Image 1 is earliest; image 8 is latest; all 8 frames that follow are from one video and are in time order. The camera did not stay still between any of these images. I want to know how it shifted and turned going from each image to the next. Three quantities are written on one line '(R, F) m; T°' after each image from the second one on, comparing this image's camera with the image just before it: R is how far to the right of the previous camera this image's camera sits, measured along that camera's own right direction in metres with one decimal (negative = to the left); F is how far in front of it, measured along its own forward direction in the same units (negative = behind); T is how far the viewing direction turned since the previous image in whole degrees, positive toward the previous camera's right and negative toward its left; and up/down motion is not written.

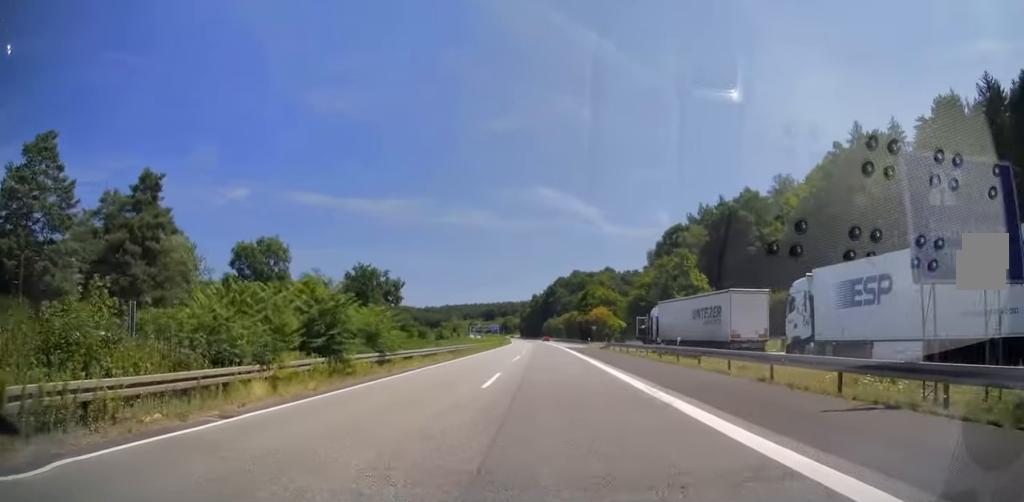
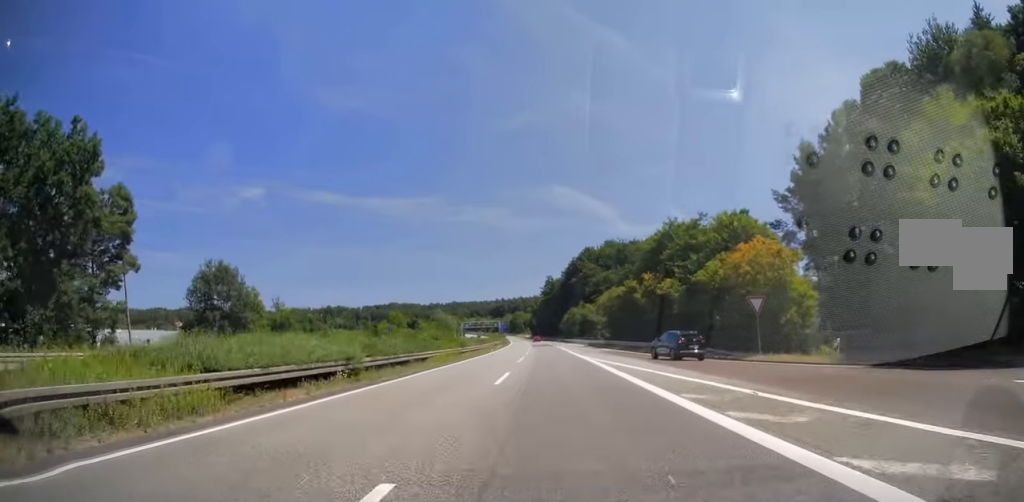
(-0.2, +89.3) m; -1°
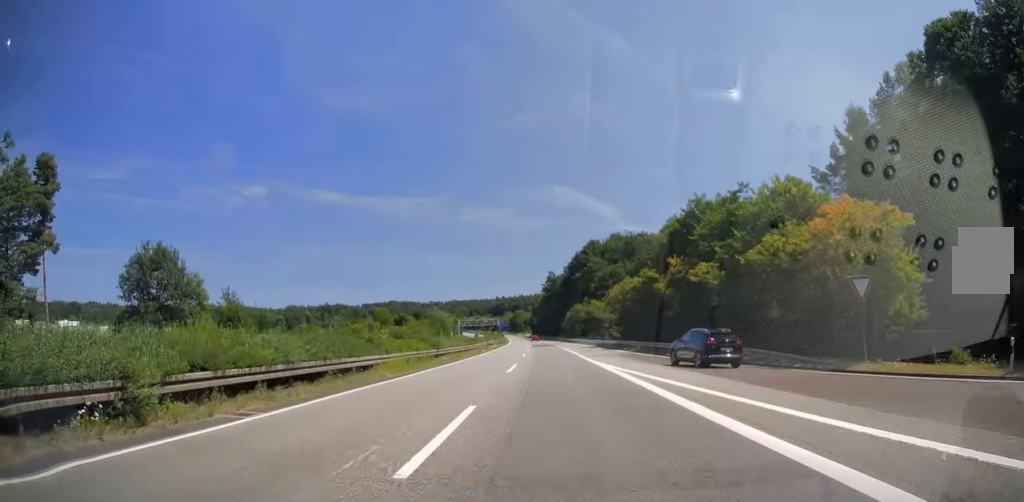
(-0.1, +11.8) m; 0°
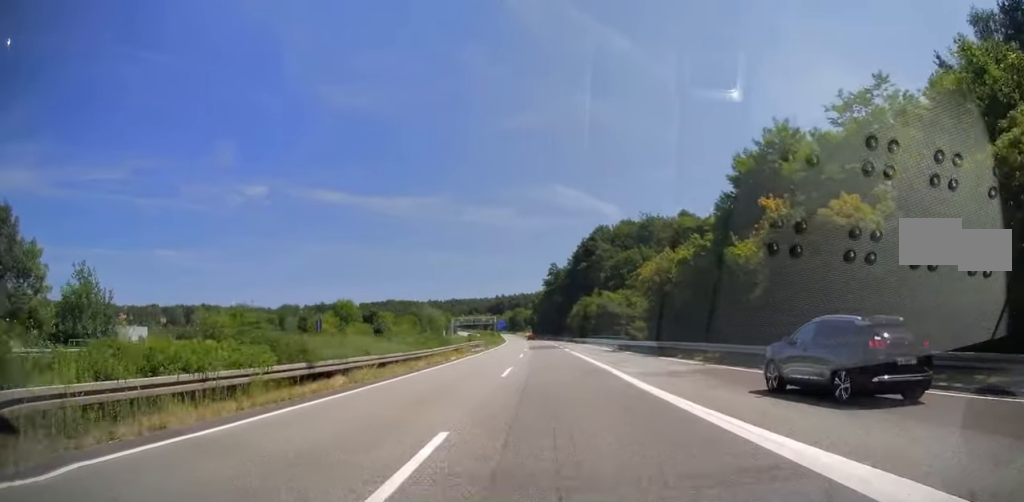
(-0.1, +21.2) m; 0°
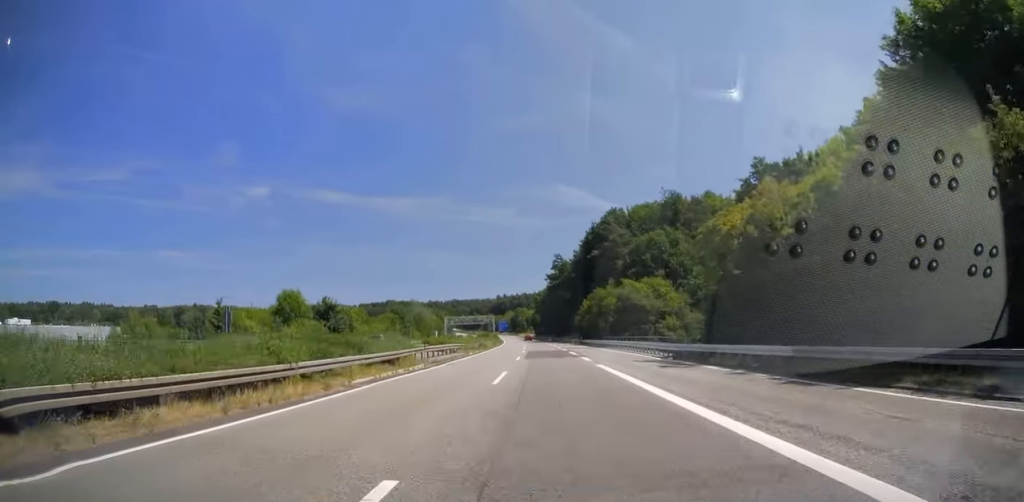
(-0.1, +21.2) m; +1°
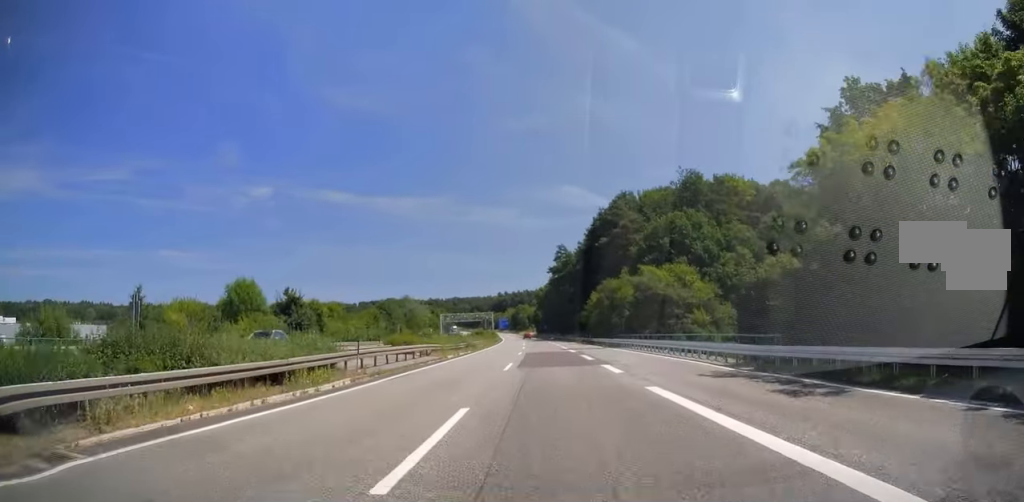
(+0.1, +12.4) m; 0°
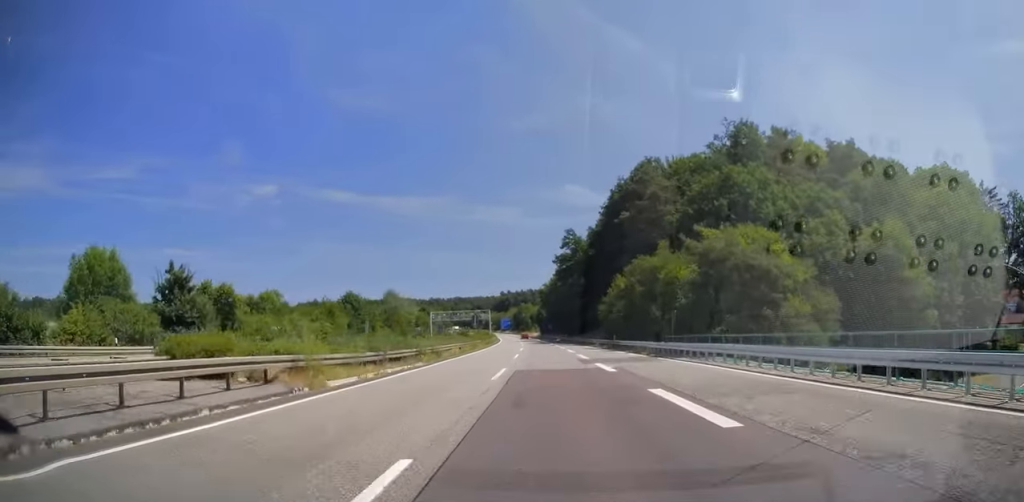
(+0.3, +22.7) m; -1°
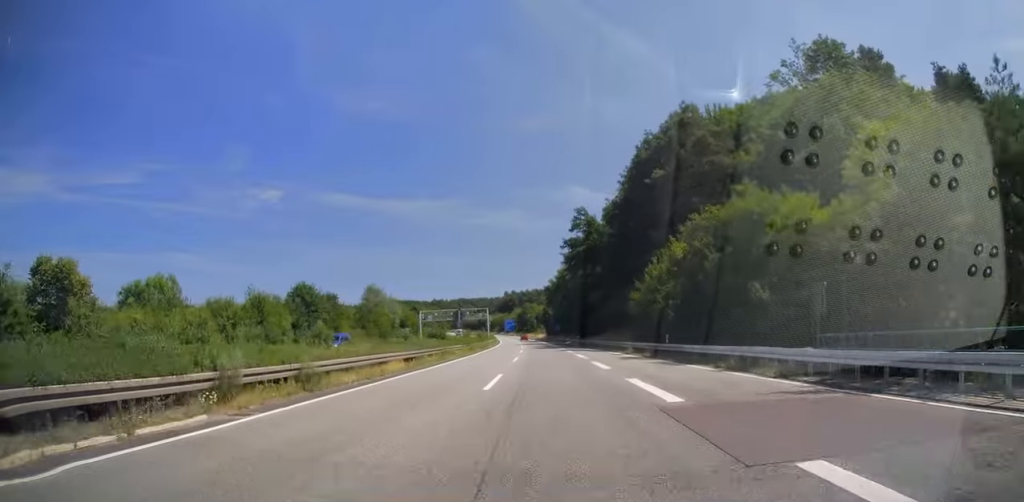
(-0.6, +21.2) m; -1°
